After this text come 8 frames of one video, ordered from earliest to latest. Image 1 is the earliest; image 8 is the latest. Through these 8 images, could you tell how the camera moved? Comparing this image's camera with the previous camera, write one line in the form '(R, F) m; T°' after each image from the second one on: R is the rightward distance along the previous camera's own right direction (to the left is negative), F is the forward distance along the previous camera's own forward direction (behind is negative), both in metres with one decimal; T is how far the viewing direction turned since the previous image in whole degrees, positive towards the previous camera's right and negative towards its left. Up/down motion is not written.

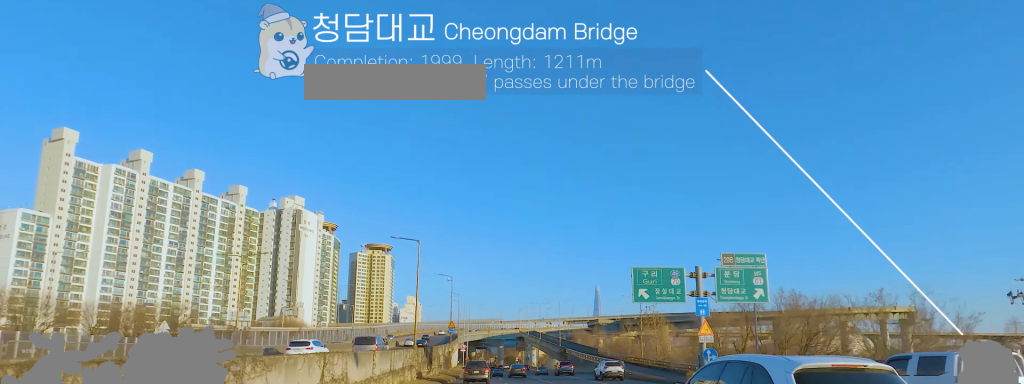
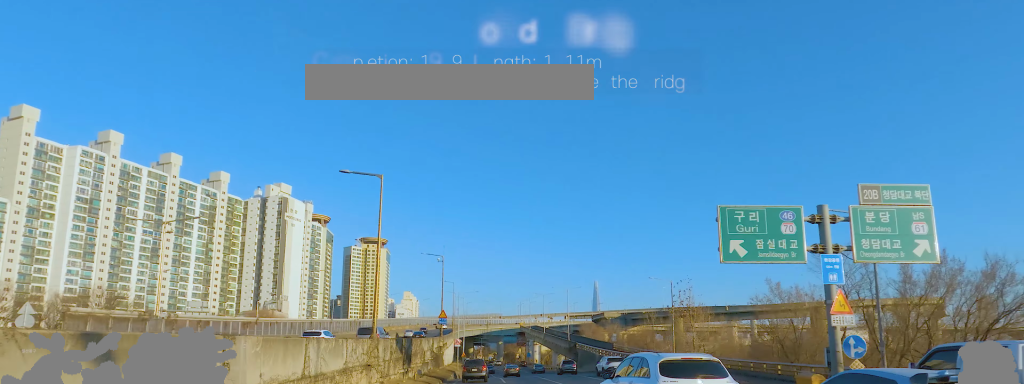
(-1.0, +13.4) m; +3°
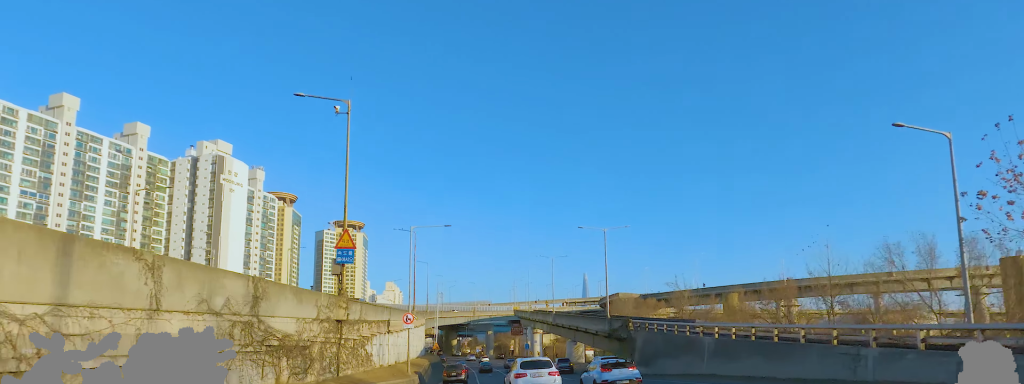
(+1.9, +39.2) m; -2°
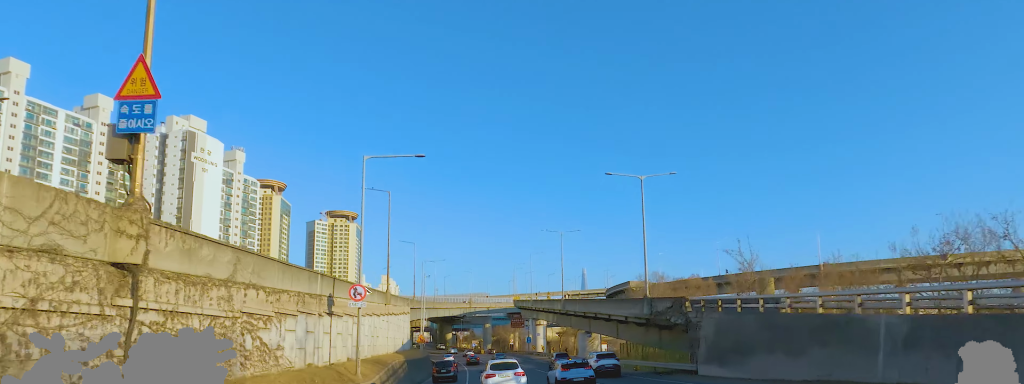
(0.0, +14.4) m; 0°
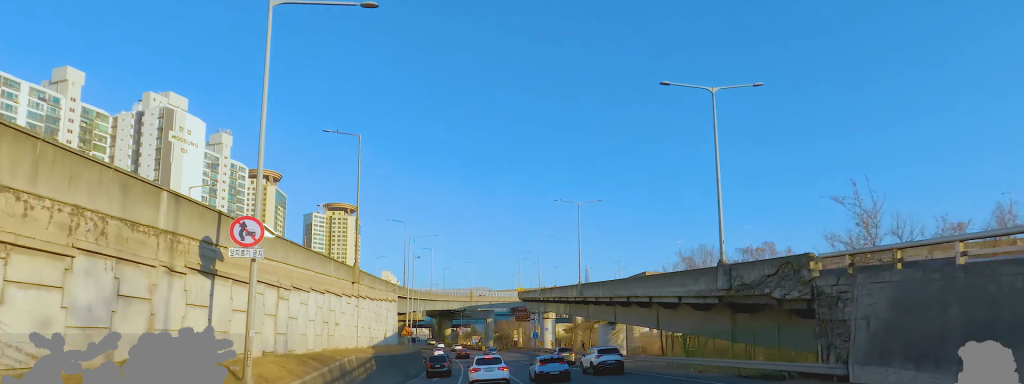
(0.0, +12.2) m; 0°
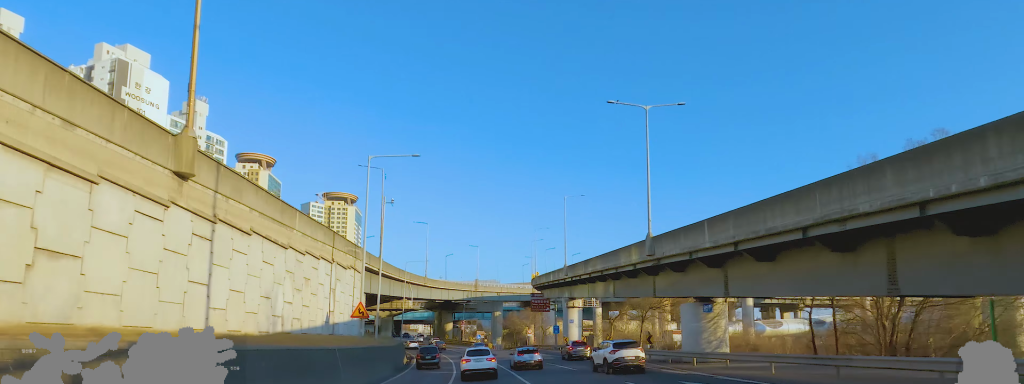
(0.0, +22.4) m; 0°
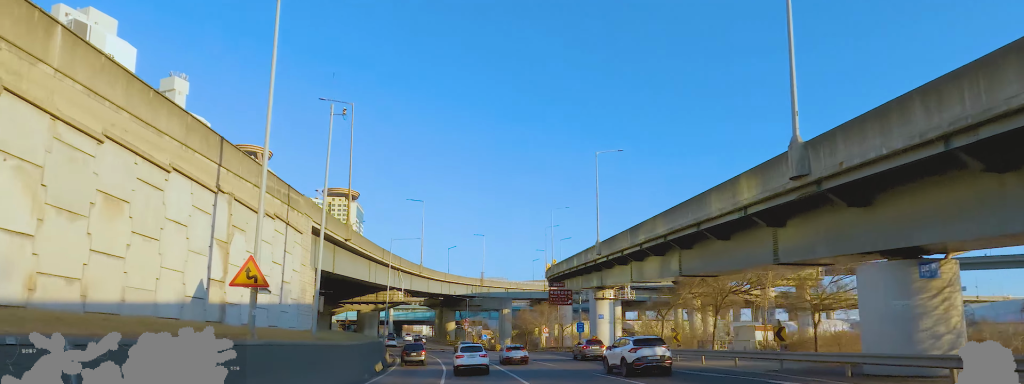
(0.0, +15.8) m; -1°
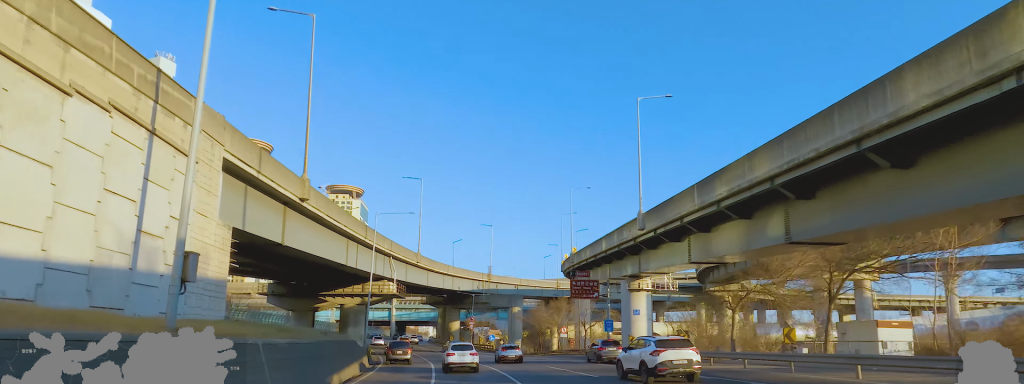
(0.0, +11.5) m; -1°
